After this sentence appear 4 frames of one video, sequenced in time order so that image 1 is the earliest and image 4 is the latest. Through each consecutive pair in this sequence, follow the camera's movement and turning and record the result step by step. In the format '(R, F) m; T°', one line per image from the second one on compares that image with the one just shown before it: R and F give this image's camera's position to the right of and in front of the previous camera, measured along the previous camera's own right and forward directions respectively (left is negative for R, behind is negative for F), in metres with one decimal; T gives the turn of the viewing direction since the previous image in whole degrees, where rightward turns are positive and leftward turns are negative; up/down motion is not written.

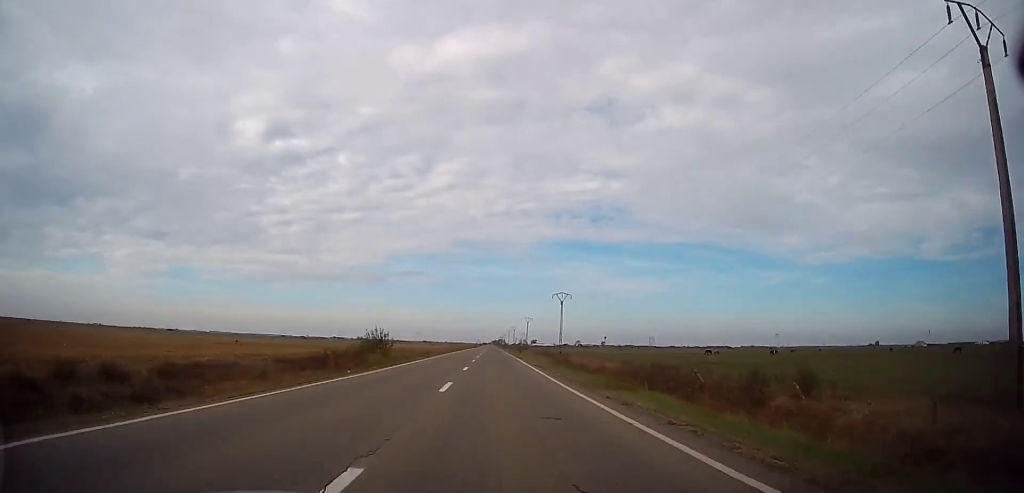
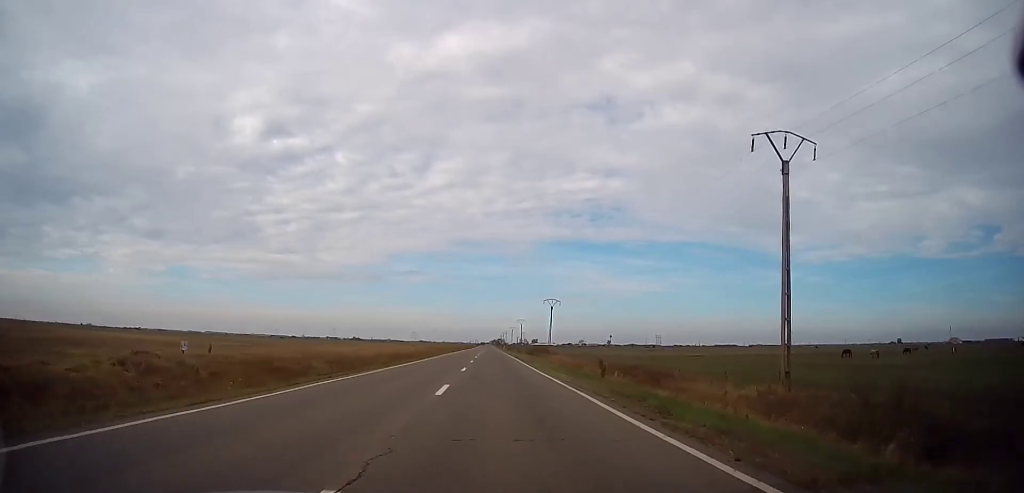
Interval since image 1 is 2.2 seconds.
(-0.5, +70.5) m; 0°
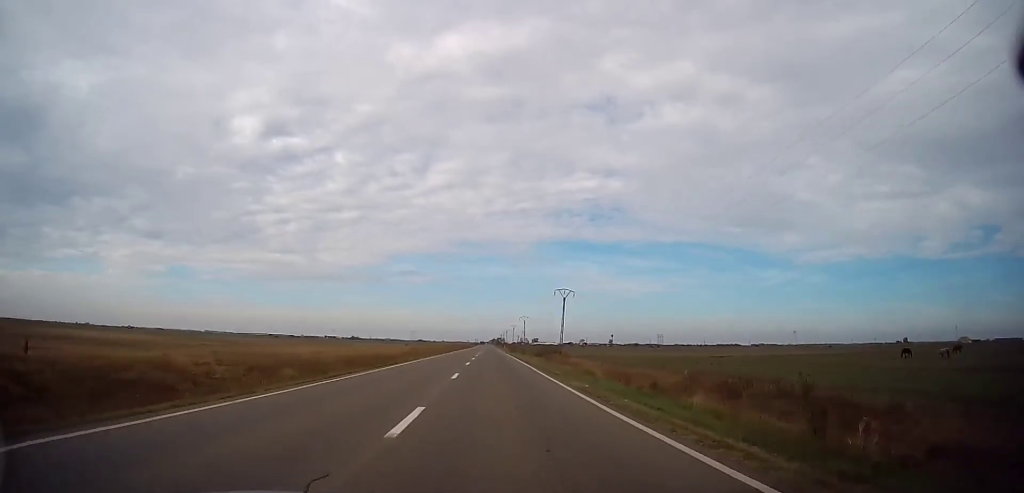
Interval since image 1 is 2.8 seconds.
(+0.3, +17.3) m; 0°
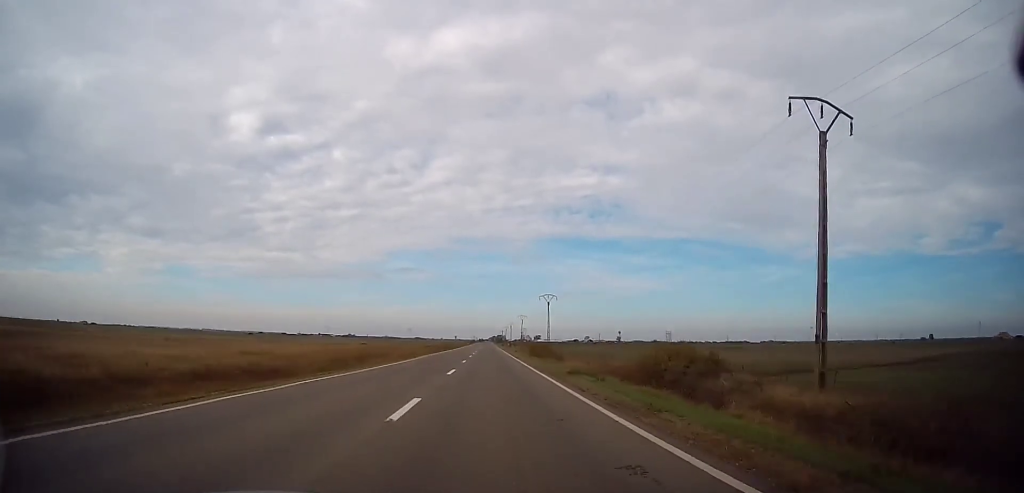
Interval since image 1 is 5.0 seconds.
(+0.4, +67.2) m; +1°
